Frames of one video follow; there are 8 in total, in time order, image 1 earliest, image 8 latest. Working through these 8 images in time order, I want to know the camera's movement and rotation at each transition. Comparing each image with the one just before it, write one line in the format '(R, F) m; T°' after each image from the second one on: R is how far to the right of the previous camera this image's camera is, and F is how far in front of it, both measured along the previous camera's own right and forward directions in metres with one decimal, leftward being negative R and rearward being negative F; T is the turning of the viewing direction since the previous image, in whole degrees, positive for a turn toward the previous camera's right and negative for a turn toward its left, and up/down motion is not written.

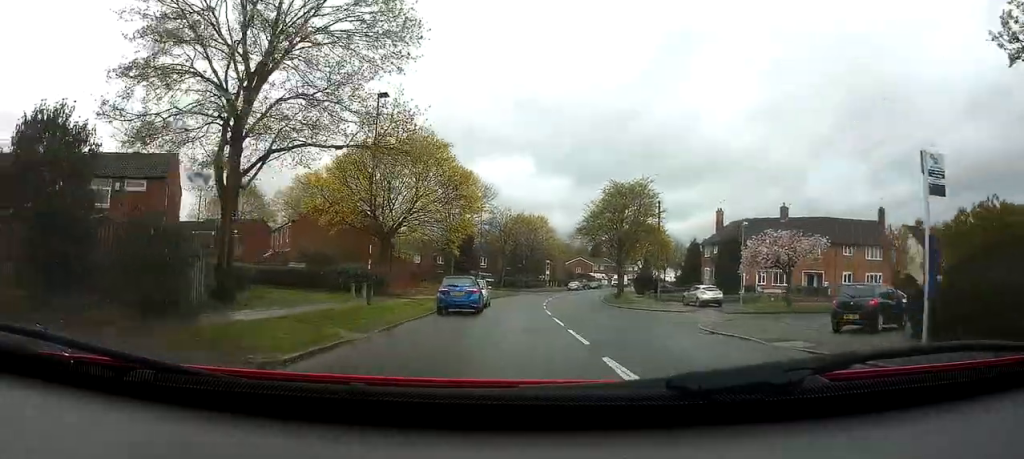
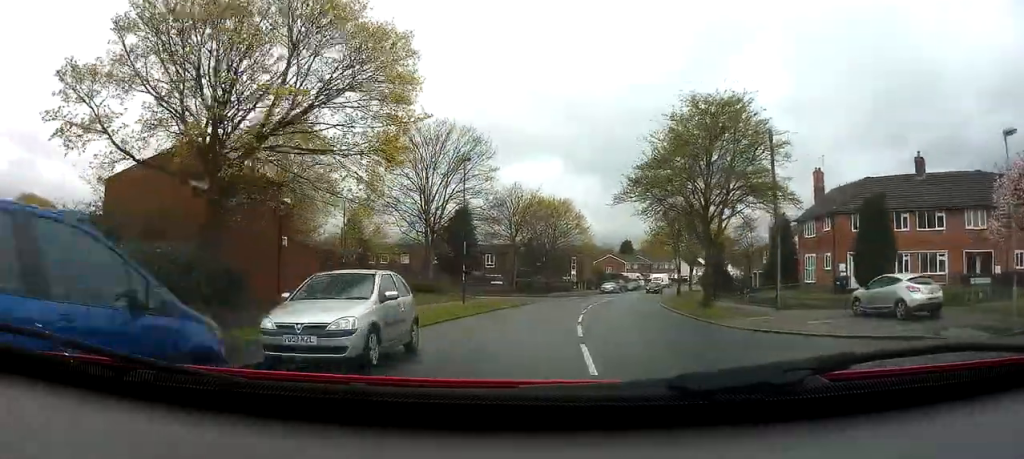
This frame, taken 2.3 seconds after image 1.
(-0.2, +21.3) m; -1°
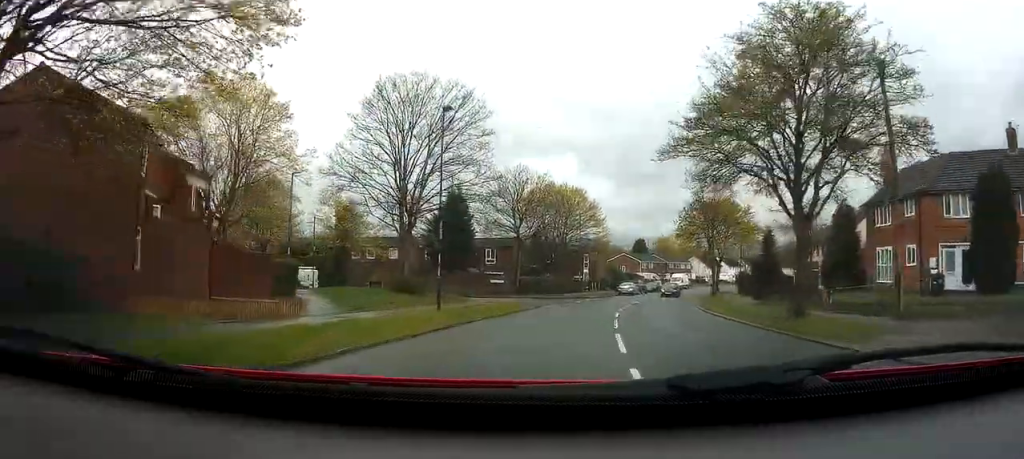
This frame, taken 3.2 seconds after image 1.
(0.0, +9.5) m; -1°
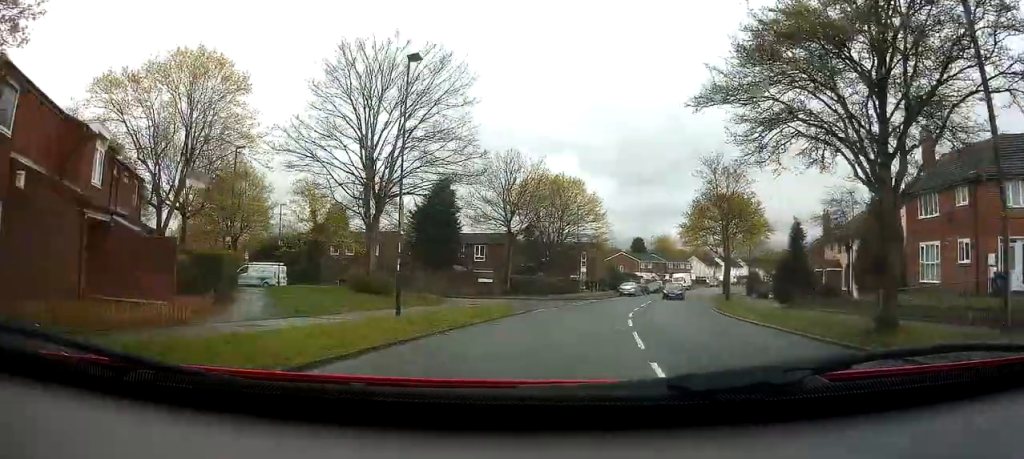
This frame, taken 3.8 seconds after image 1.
(-0.3, +5.4) m; 0°
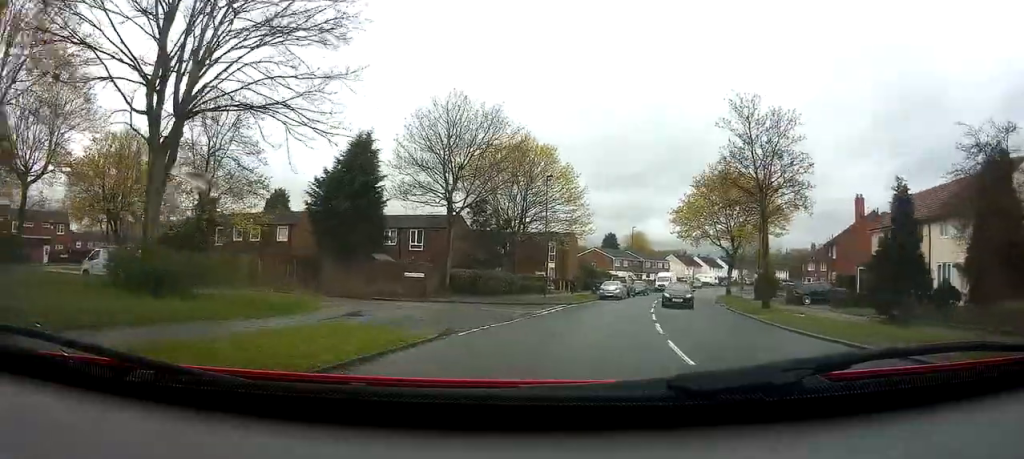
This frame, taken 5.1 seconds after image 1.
(+0.6, +14.3) m; +4°
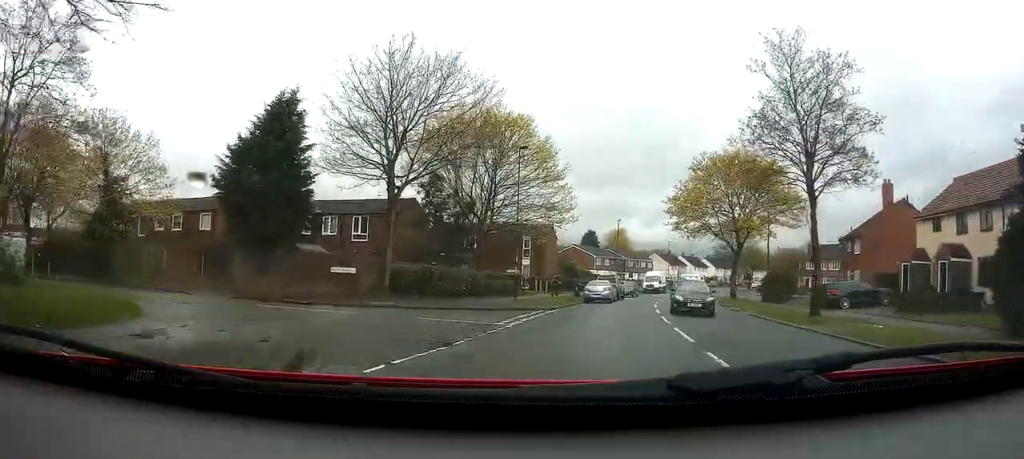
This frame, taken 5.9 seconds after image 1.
(0.0, +8.4) m; +2°
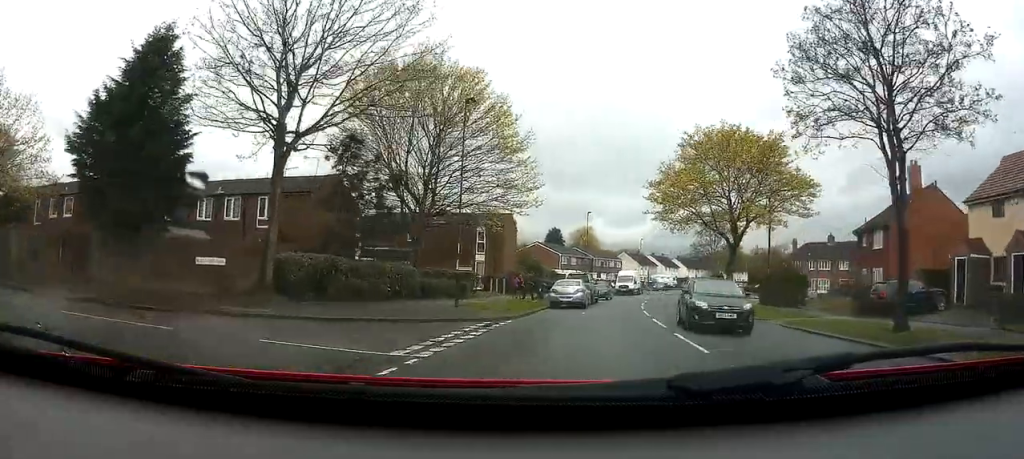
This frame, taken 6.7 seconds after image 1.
(+0.3, +8.2) m; +3°
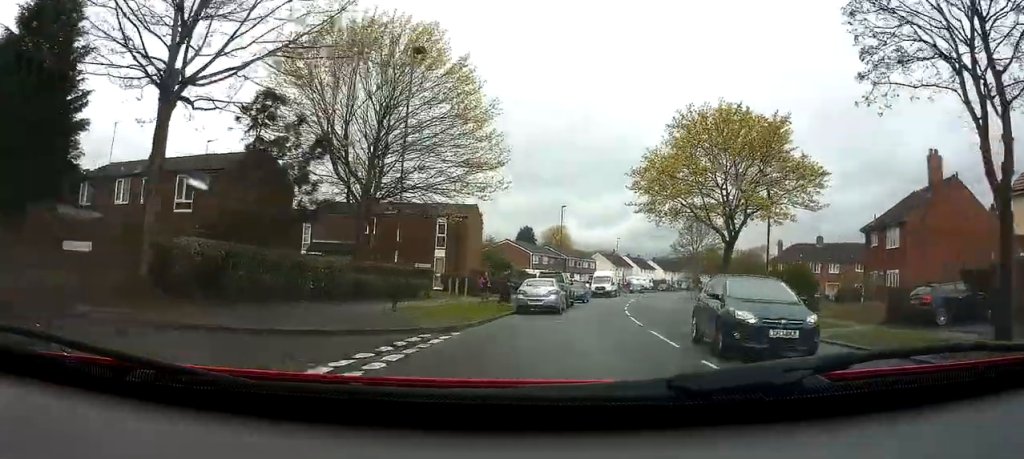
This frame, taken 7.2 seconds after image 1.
(+0.1, +5.1) m; +3°
